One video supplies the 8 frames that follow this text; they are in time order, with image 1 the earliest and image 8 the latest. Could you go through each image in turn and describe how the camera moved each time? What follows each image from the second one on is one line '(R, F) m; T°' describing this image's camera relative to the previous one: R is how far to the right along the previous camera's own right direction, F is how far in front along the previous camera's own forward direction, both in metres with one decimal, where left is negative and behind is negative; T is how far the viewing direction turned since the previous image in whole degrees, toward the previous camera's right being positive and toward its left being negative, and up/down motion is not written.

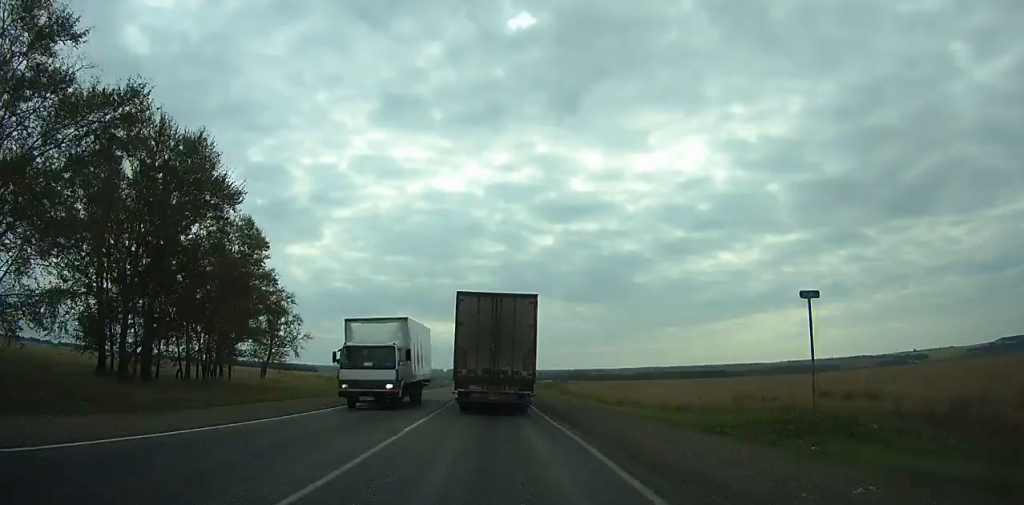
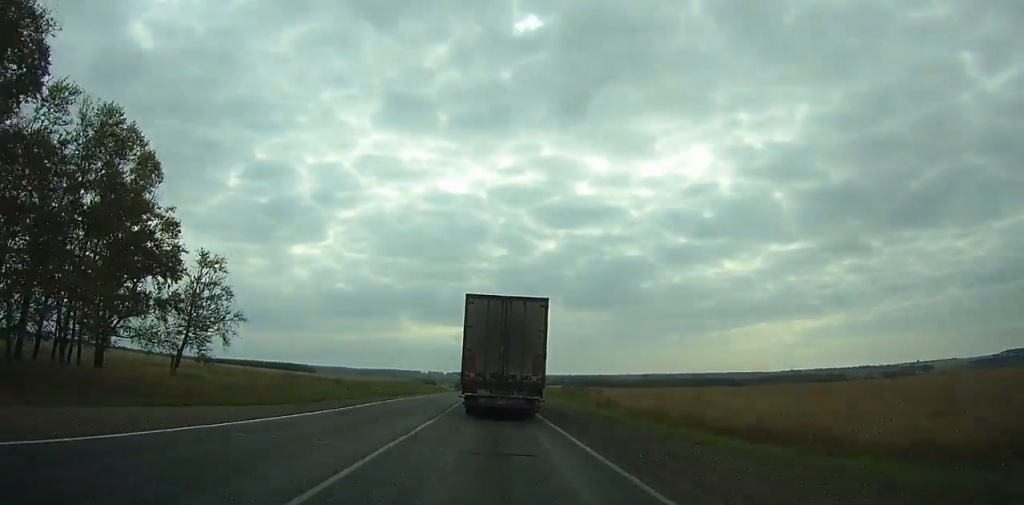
(0.0, +22.9) m; 0°
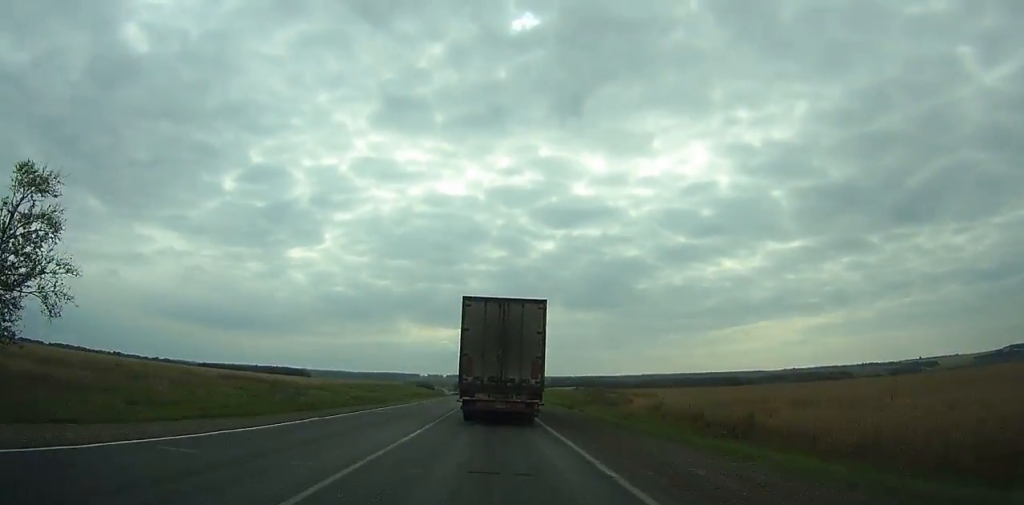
(0.0, +25.7) m; 0°
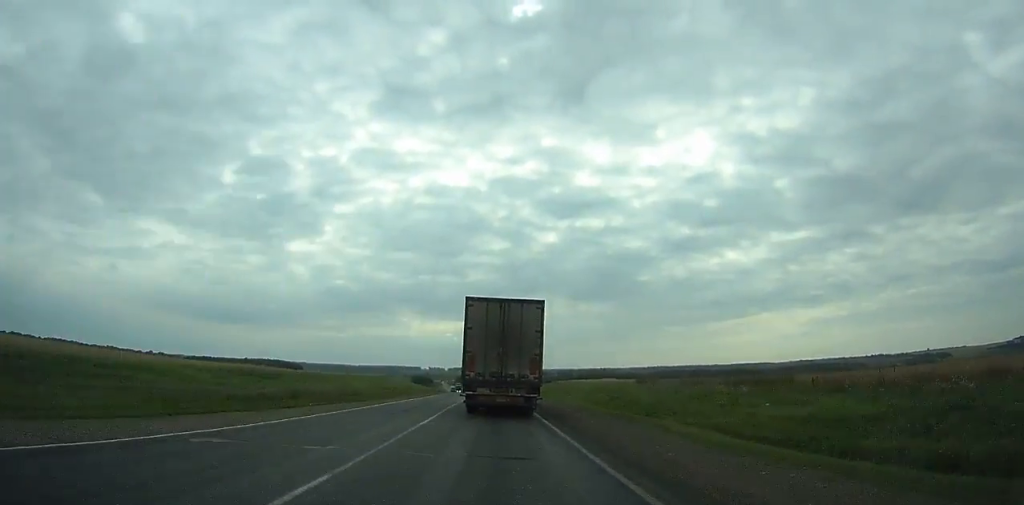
(+0.1, +57.1) m; 0°
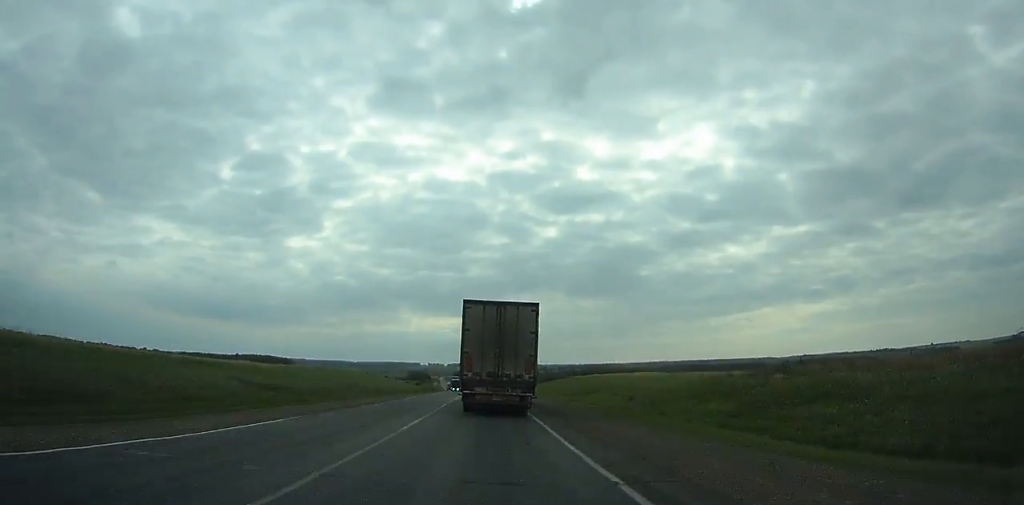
(0.0, +37.6) m; 0°
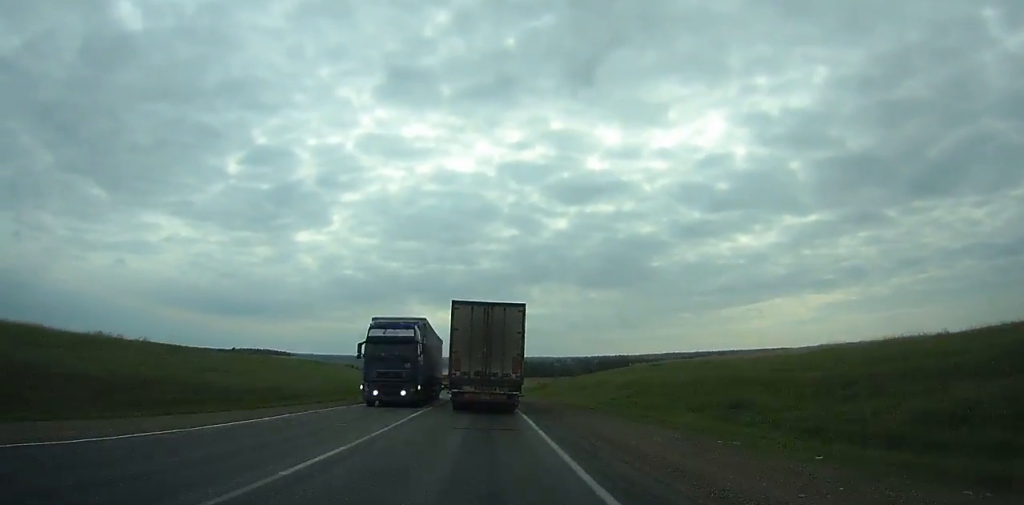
(-0.1, +54.8) m; -1°
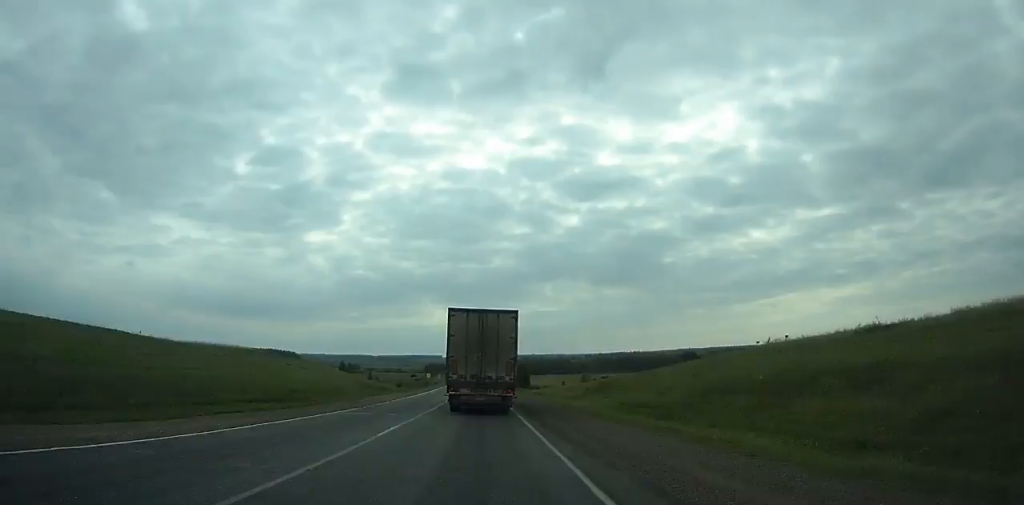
(-0.5, +41.8) m; -1°
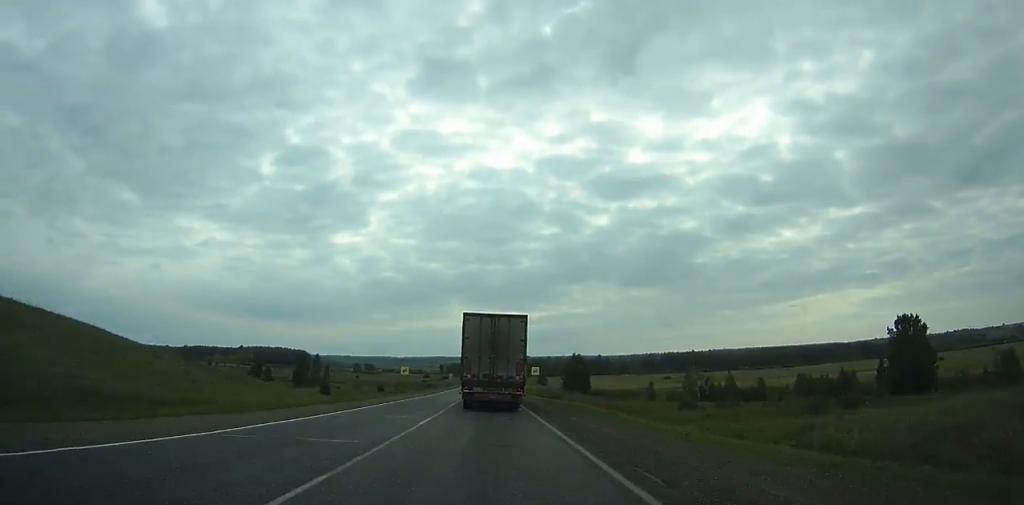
(-1.8, +80.6) m; -2°
